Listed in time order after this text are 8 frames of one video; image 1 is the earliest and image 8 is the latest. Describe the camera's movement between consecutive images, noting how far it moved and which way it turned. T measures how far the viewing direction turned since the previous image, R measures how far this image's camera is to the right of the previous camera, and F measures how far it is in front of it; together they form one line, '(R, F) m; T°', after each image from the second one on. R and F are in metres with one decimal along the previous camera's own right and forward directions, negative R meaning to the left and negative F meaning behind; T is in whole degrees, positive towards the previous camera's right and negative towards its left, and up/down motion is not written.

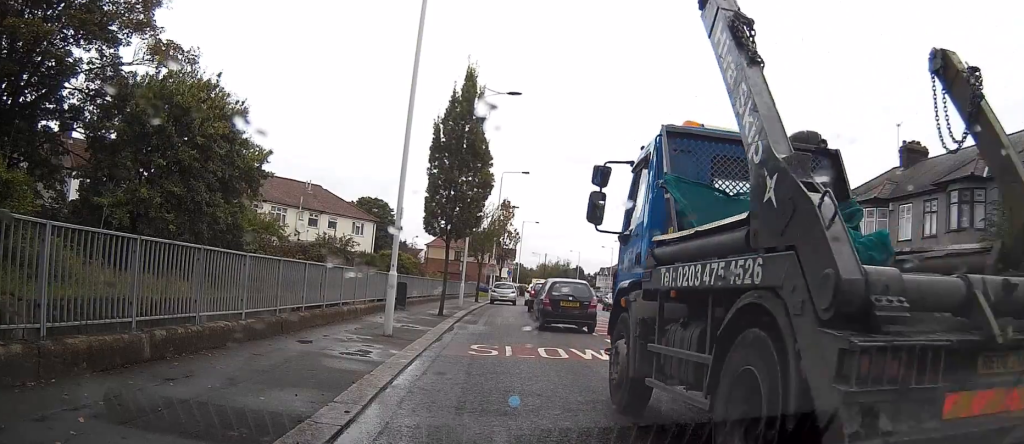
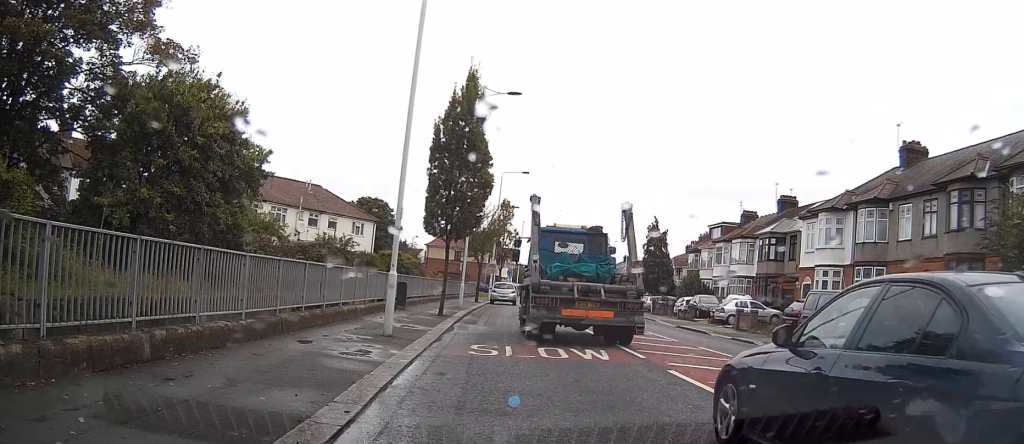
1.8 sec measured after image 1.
(0.0, 0.0) m; 0°
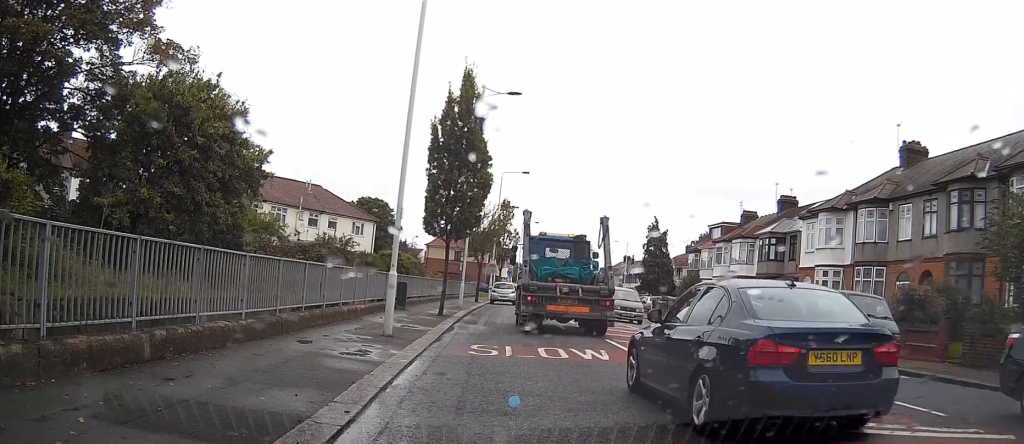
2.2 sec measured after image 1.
(0.0, 0.0) m; 0°
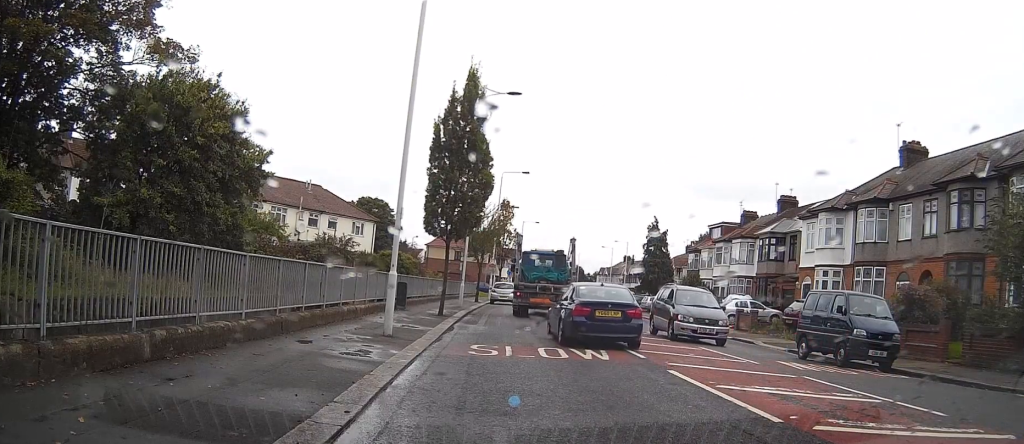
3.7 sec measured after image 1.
(0.0, 0.0) m; 0°
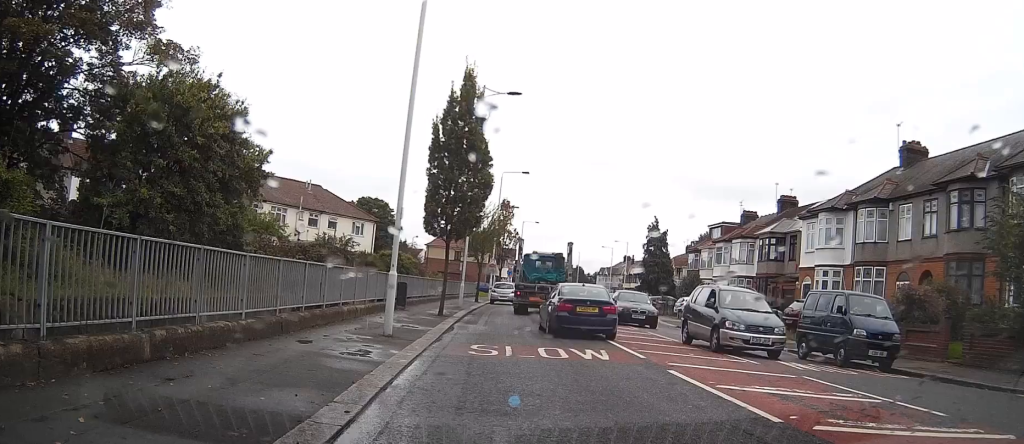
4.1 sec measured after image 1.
(0.0, 0.0) m; 0°
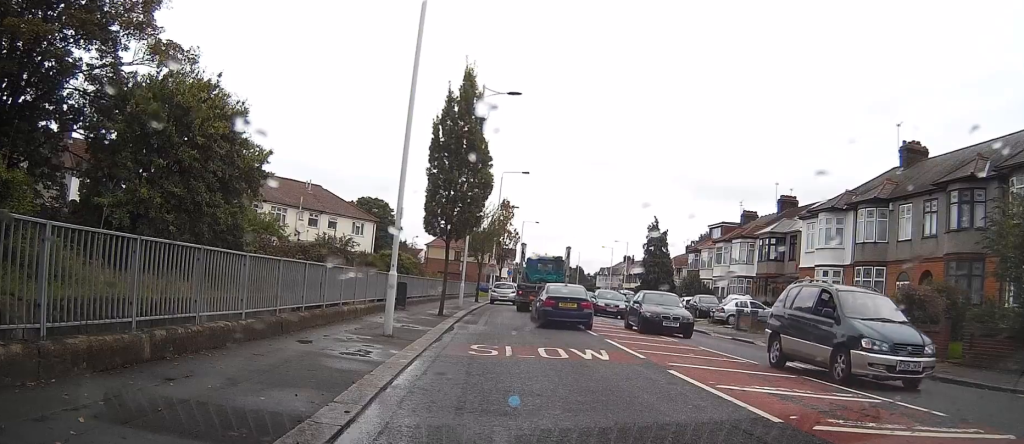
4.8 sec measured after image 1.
(0.0, 0.0) m; 0°
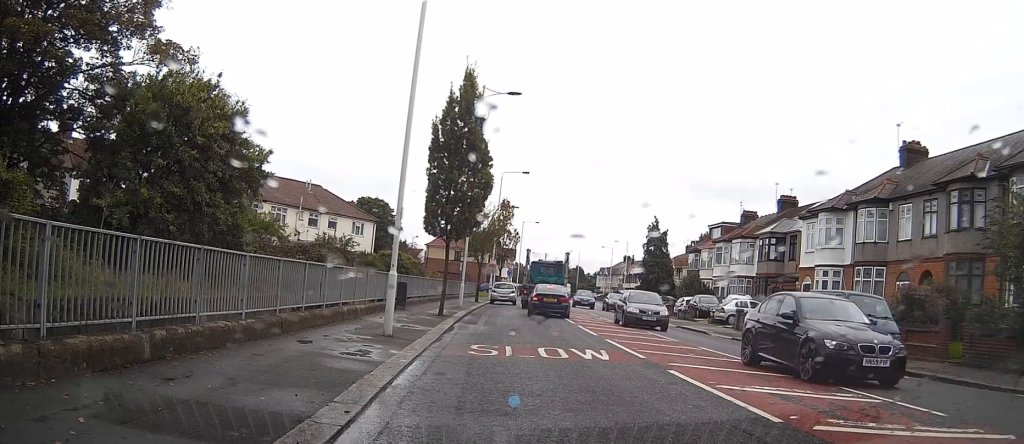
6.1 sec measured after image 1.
(0.0, 0.0) m; 0°
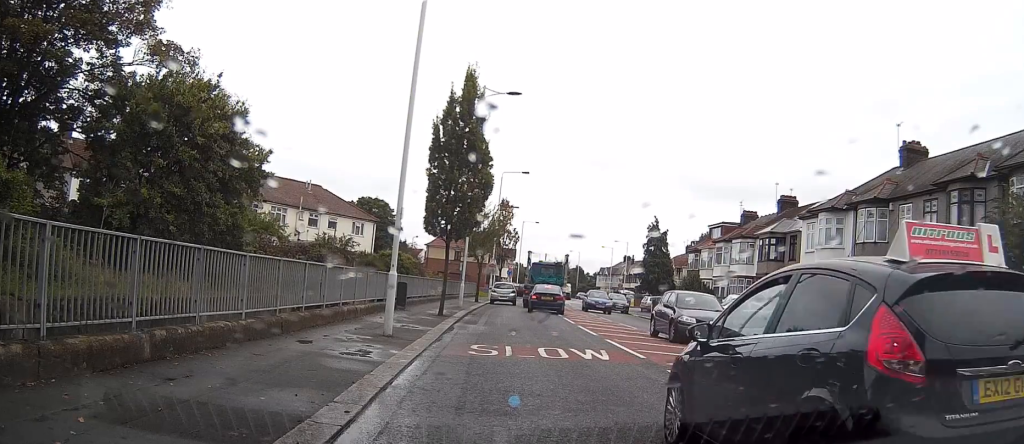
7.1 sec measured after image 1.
(0.0, 0.0) m; 0°
